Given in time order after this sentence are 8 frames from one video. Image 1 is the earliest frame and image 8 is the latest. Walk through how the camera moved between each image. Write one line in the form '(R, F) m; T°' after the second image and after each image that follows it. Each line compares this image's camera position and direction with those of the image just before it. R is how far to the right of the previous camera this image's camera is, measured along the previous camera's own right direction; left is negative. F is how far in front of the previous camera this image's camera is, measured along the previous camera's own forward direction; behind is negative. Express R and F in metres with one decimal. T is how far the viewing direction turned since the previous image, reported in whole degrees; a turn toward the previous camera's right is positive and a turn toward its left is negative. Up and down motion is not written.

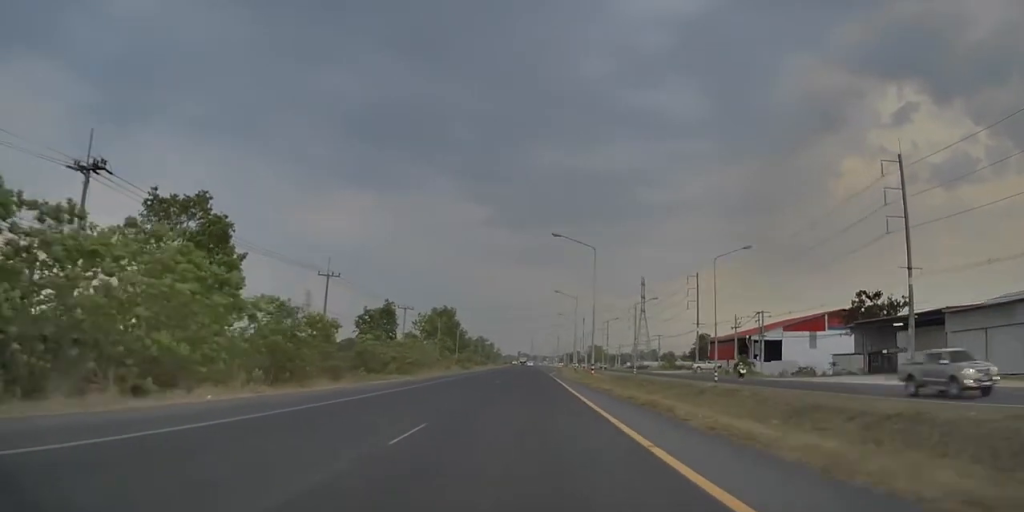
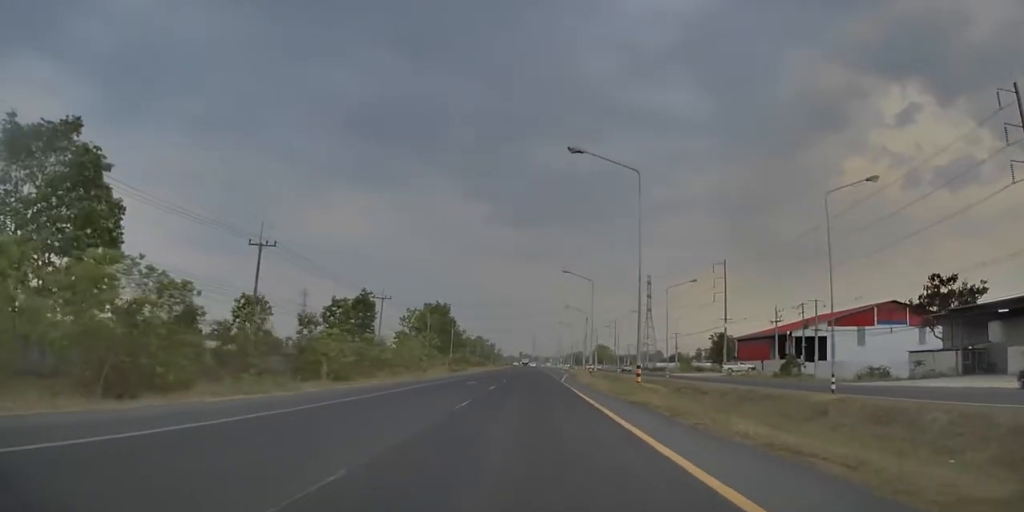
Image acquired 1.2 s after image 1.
(-0.4, +18.3) m; 0°
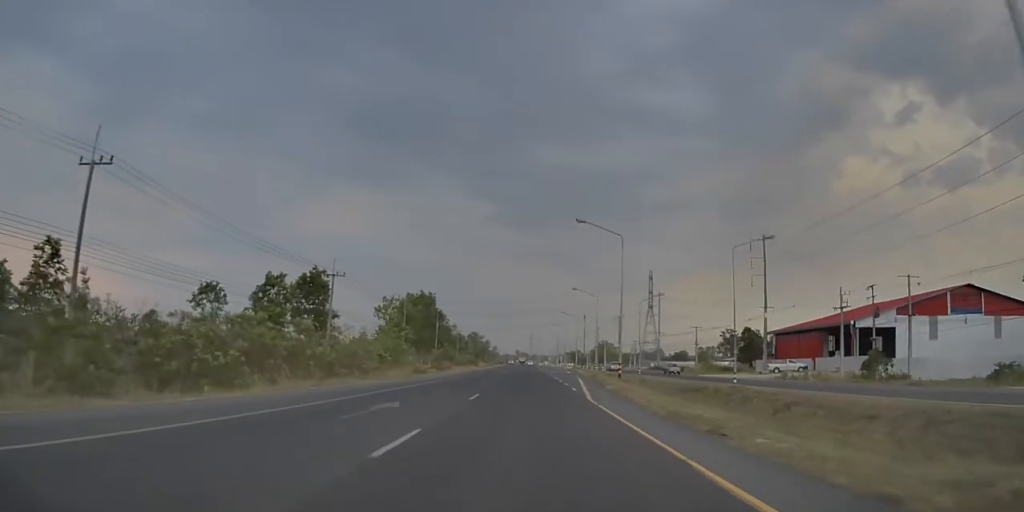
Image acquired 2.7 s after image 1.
(+0.6, +21.0) m; +1°
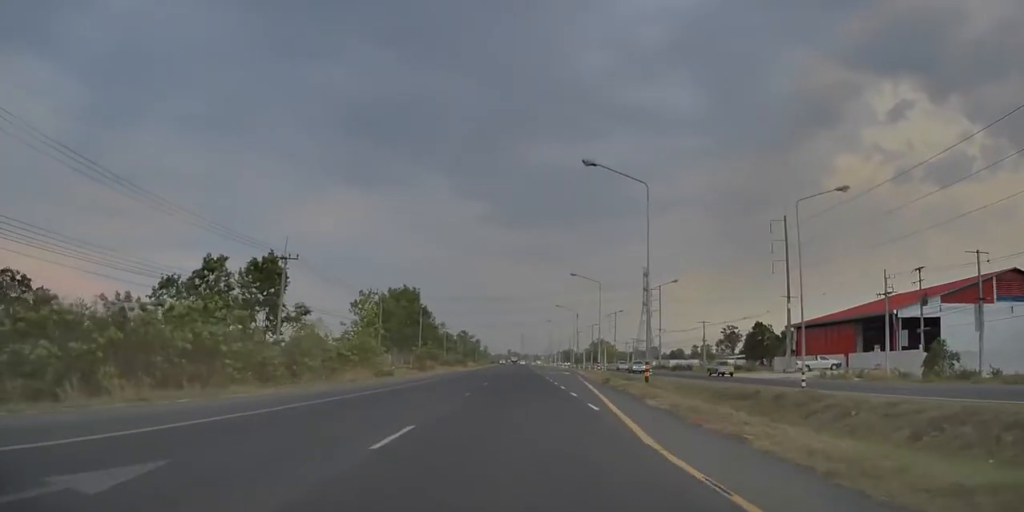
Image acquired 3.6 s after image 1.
(-0.1, +12.4) m; -1°
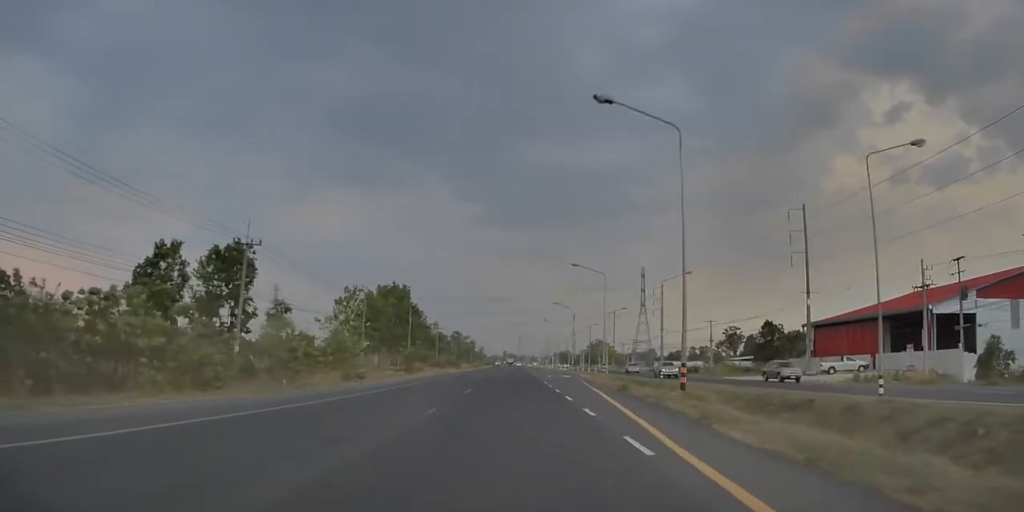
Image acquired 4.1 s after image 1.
(-0.1, +7.4) m; 0°
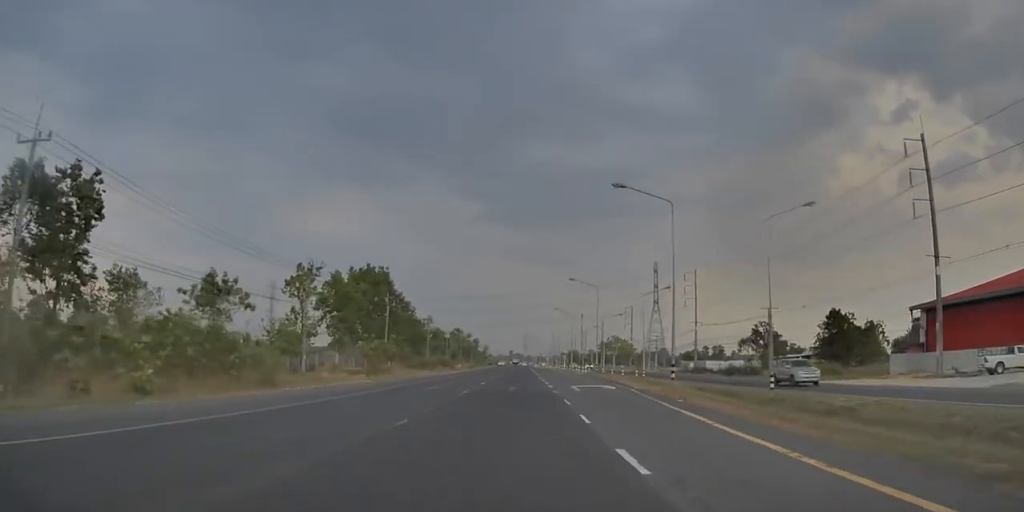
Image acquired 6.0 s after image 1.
(+0.1, +25.9) m; 0°
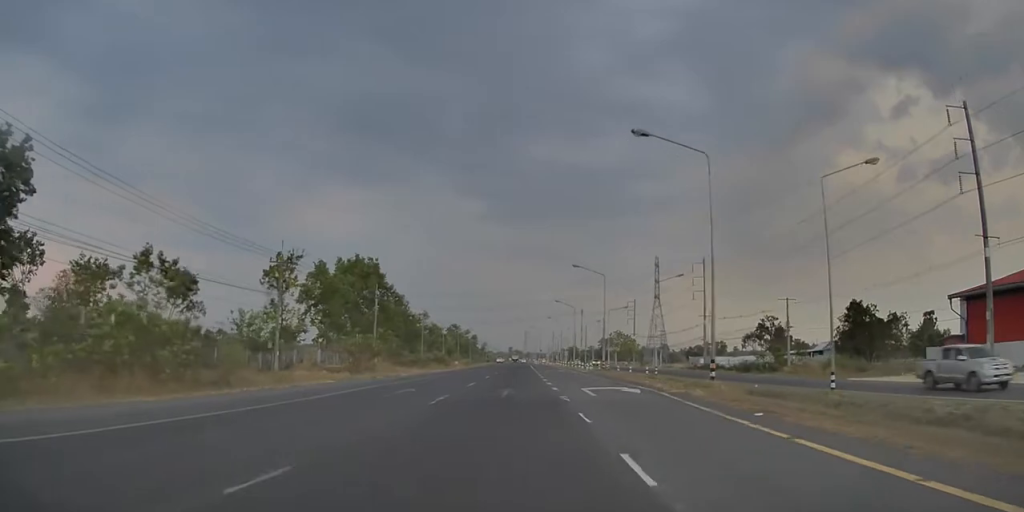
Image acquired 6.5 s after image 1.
(0.0, +6.5) m; 0°
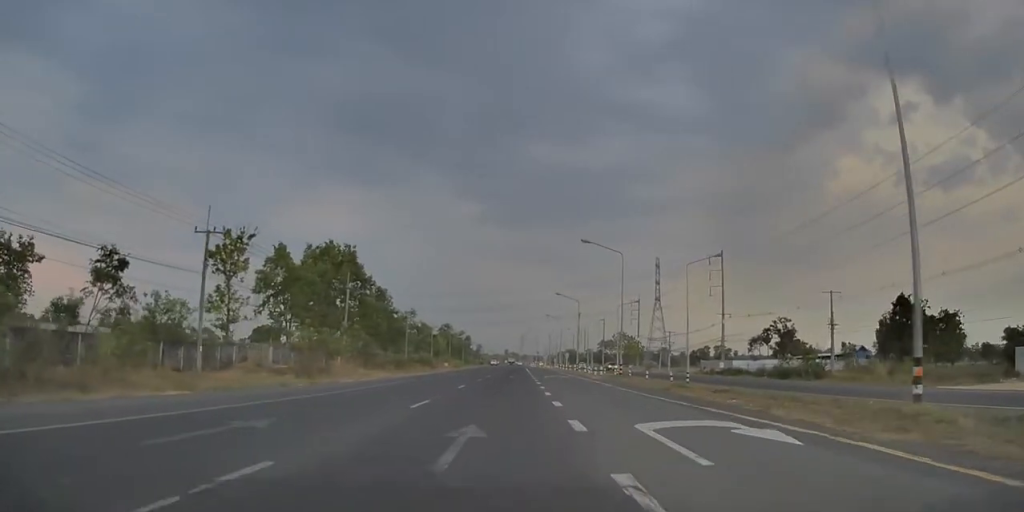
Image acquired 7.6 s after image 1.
(0.0, +14.2) m; 0°
